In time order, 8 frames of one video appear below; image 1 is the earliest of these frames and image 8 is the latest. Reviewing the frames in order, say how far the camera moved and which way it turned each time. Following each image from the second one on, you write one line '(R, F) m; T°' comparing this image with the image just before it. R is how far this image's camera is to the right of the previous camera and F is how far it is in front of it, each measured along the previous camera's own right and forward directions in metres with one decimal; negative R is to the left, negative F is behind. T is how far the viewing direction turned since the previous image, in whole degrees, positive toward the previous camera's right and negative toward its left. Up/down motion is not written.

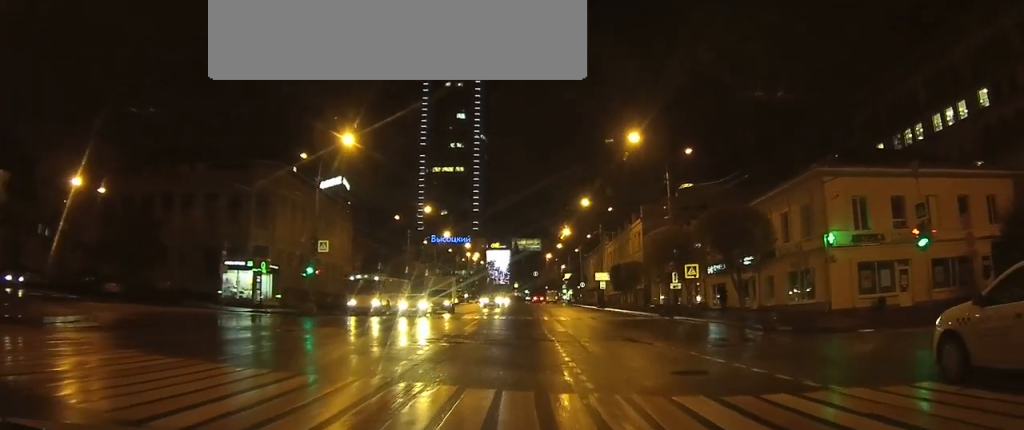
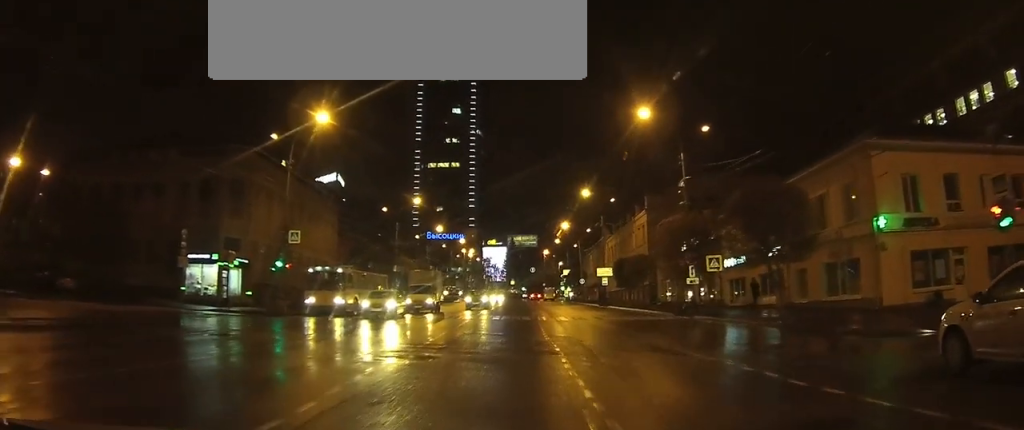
(0.0, +4.3) m; 0°
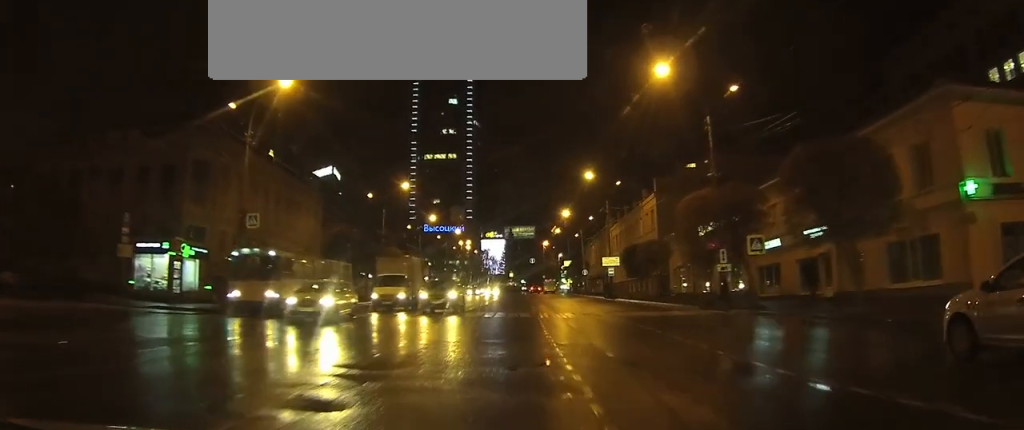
(0.0, +4.6) m; 0°
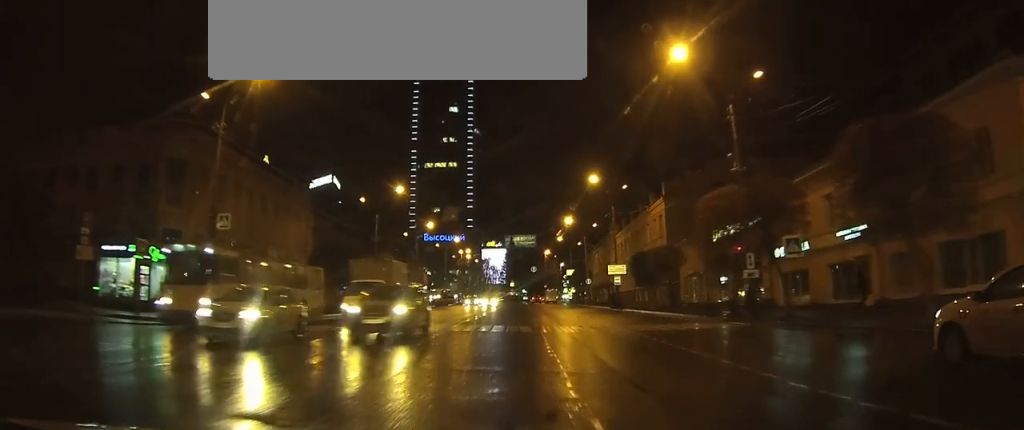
(0.0, +2.7) m; 0°
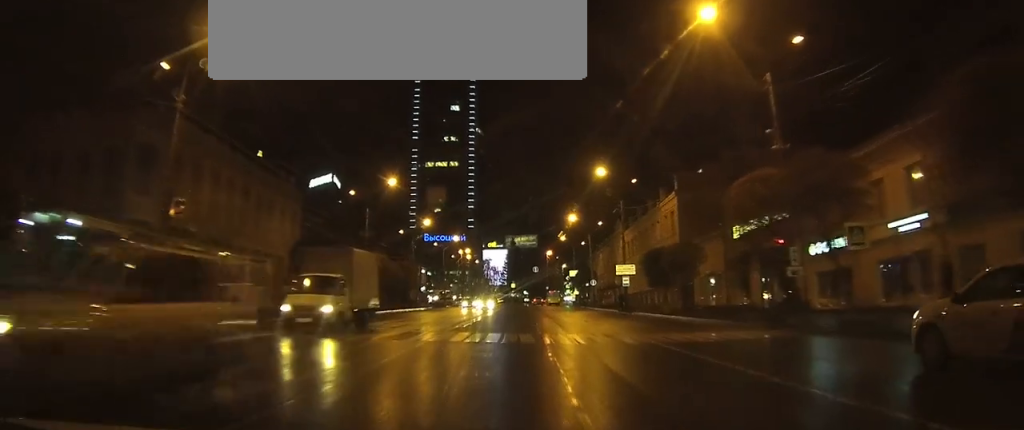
(0.0, +3.2) m; 0°
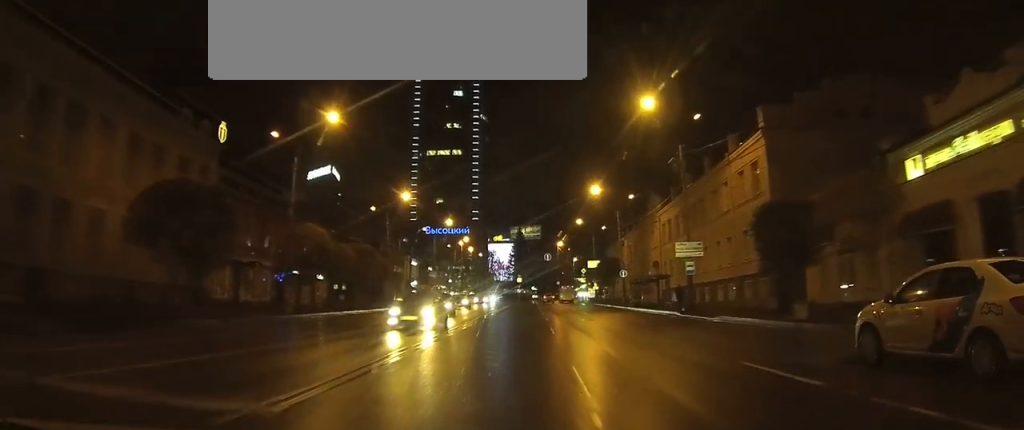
(0.0, +14.7) m; 0°
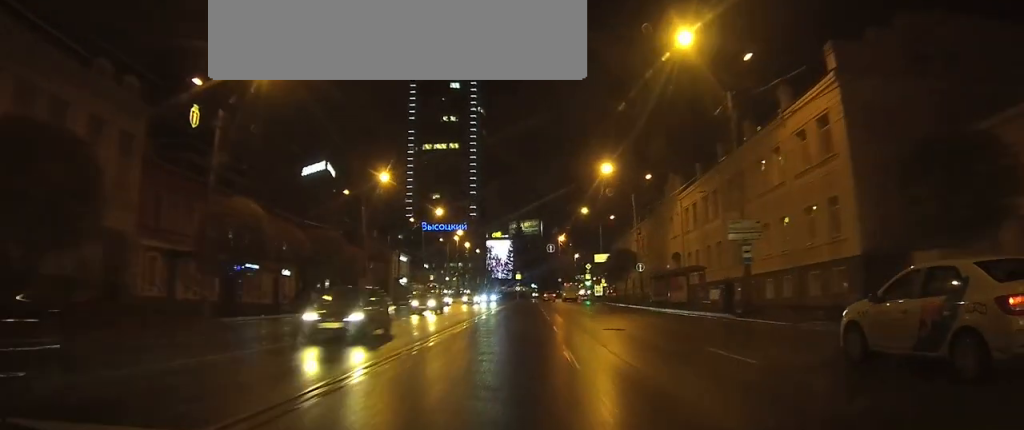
(0.0, +7.4) m; 0°
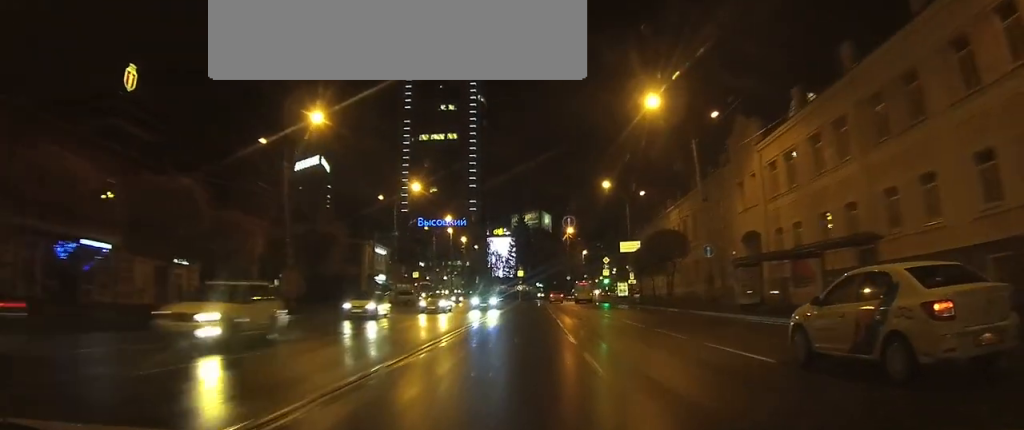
(+0.1, +15.2) m; 0°
